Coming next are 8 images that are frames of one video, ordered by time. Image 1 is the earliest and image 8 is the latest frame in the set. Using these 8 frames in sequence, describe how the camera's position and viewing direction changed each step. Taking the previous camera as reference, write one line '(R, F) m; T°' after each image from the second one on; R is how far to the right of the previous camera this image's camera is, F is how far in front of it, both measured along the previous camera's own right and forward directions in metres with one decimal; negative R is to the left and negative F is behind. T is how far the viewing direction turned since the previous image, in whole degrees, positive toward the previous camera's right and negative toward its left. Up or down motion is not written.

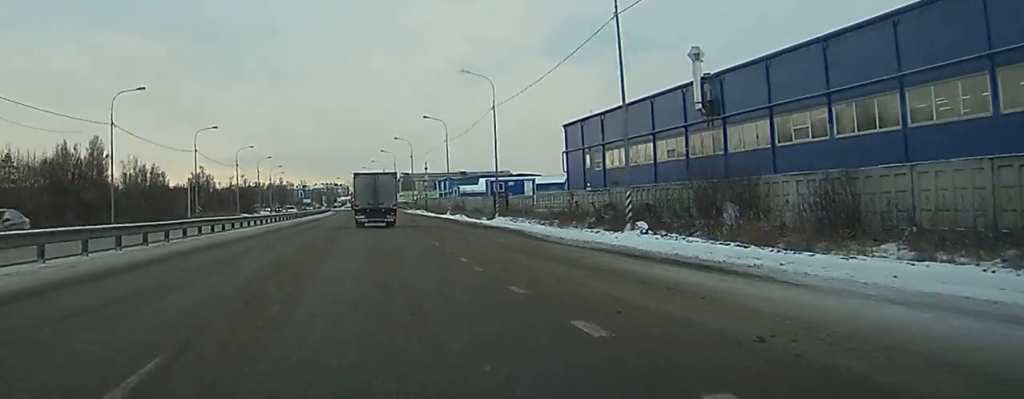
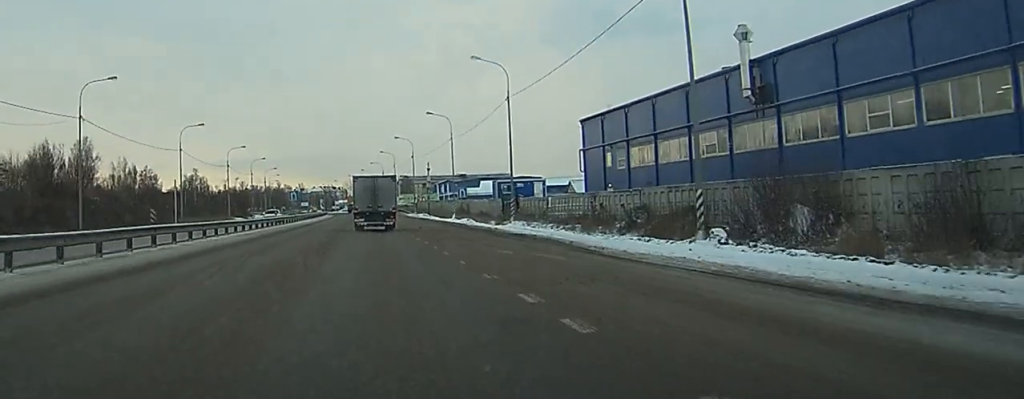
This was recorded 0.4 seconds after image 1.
(0.0, +7.6) m; 0°
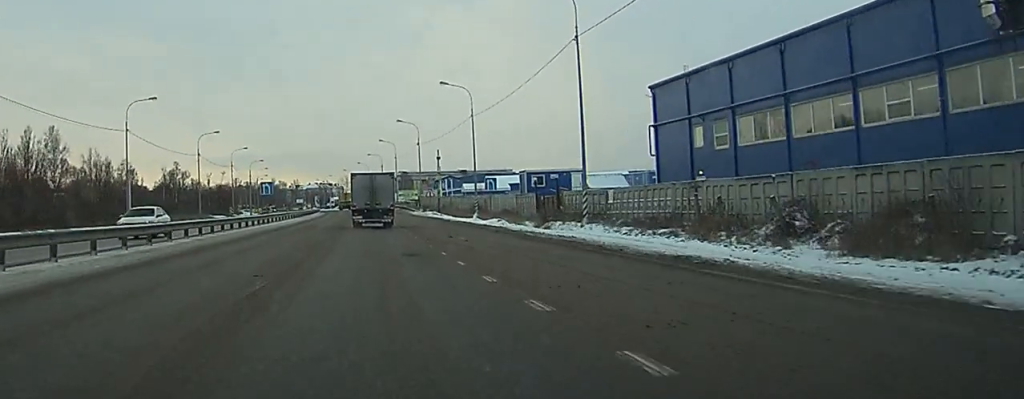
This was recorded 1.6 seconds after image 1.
(+0.1, +20.8) m; 0°
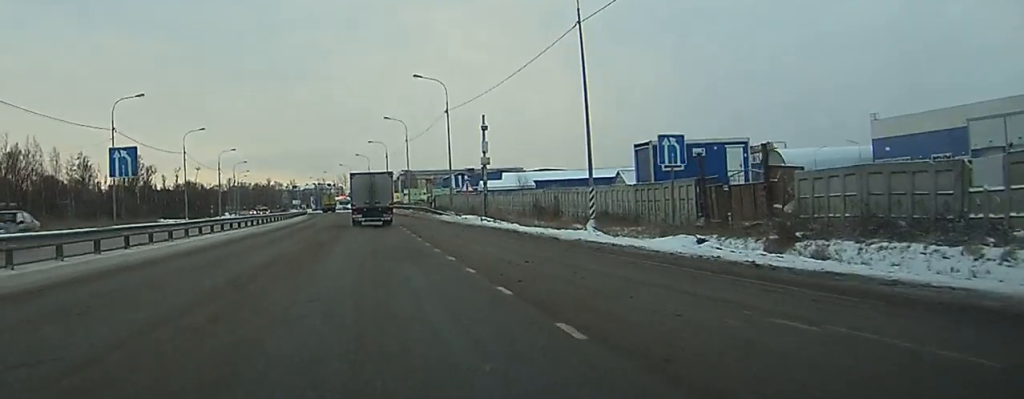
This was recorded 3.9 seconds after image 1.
(-0.1, +38.2) m; 0°
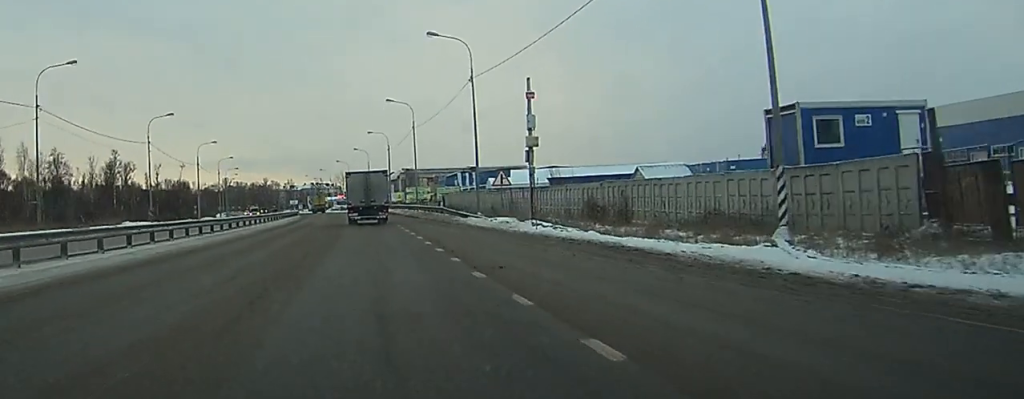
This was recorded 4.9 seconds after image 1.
(+0.1, +17.4) m; 0°
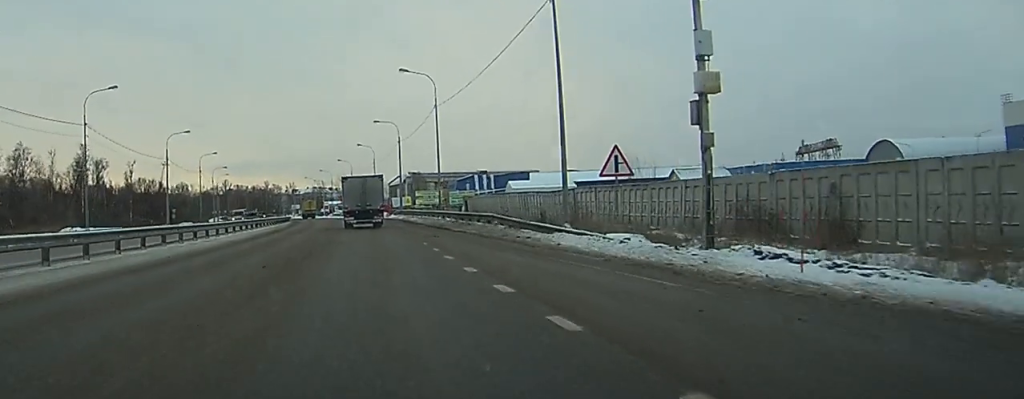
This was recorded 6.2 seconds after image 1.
(-0.1, +22.4) m; -1°
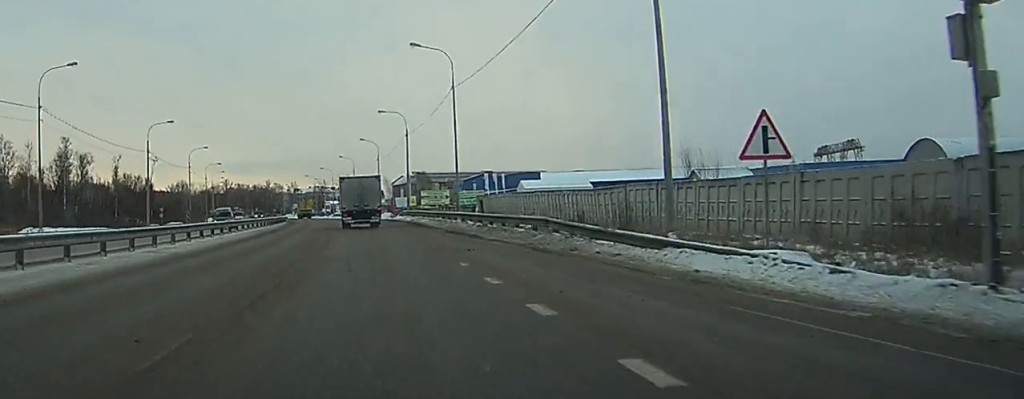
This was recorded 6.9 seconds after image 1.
(0.0, +10.6) m; 0°
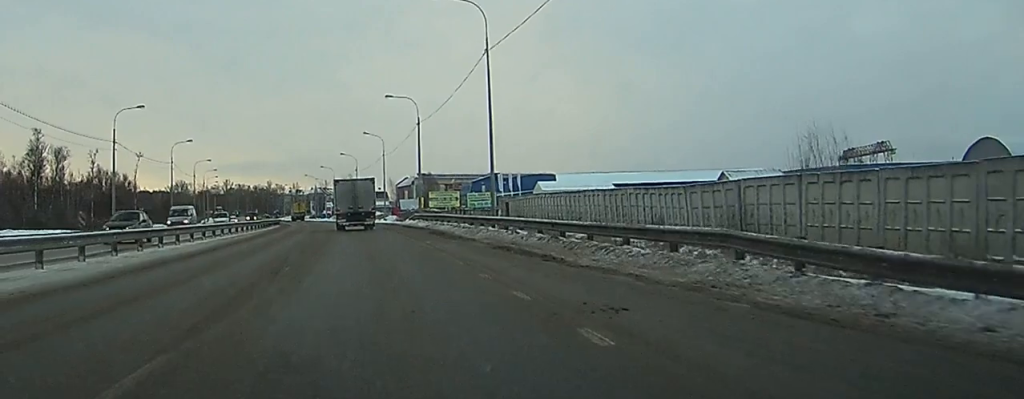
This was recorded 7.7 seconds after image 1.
(0.0, +14.0) m; 0°
